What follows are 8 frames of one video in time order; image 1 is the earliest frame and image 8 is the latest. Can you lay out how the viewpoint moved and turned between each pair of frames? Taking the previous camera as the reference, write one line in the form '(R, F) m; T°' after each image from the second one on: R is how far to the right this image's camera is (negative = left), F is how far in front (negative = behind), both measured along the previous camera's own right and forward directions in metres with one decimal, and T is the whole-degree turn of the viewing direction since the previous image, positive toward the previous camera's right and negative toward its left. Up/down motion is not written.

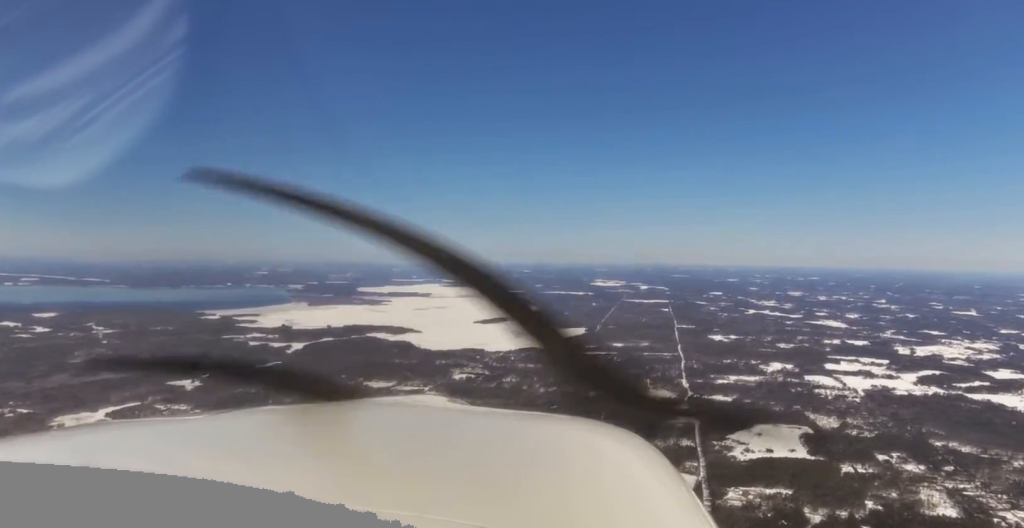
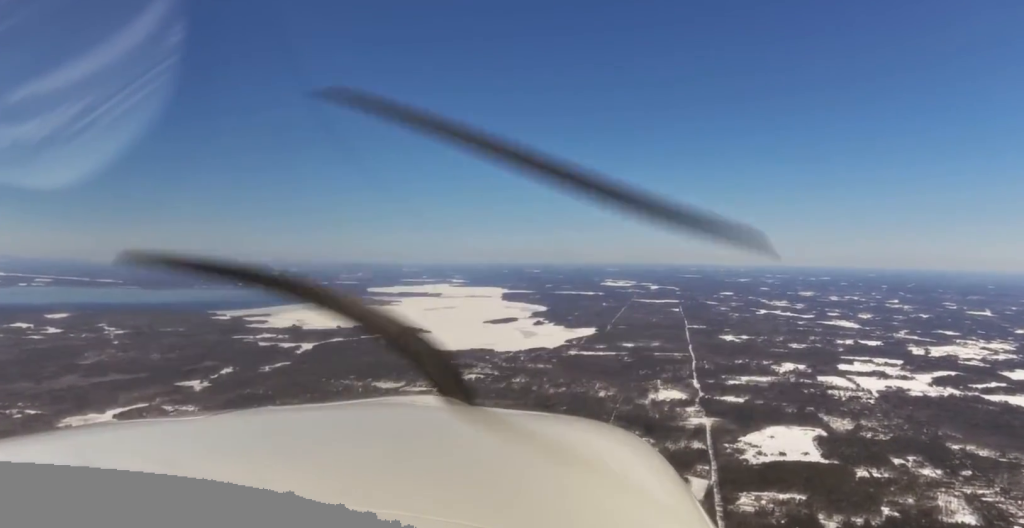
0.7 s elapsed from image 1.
(+0.4, +52.1) m; 0°
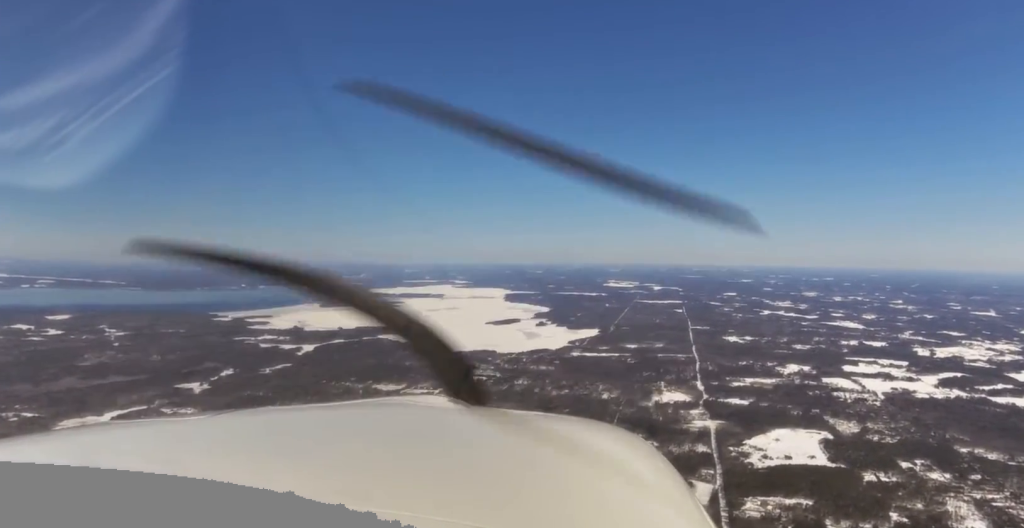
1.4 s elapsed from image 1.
(+0.2, +44.9) m; 0°
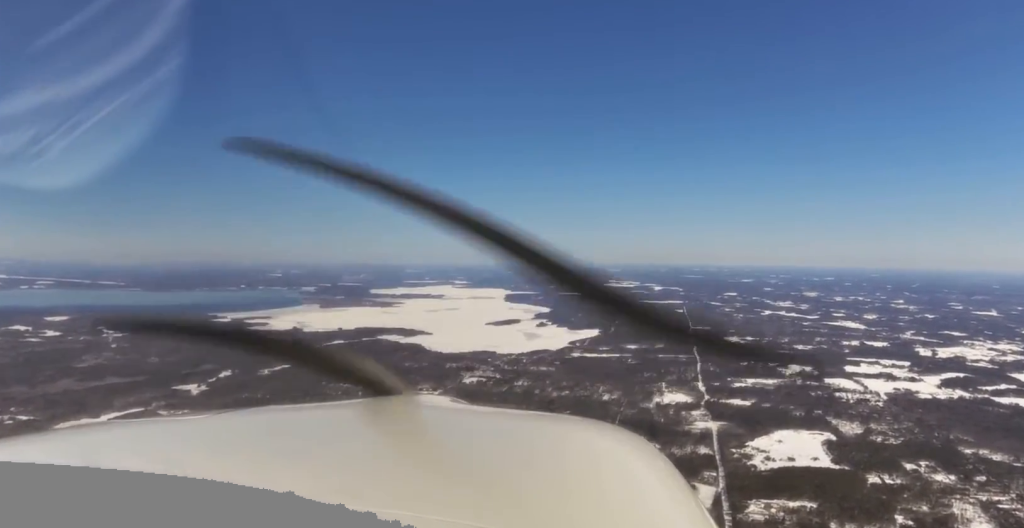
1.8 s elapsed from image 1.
(0.0, +33.0) m; 0°
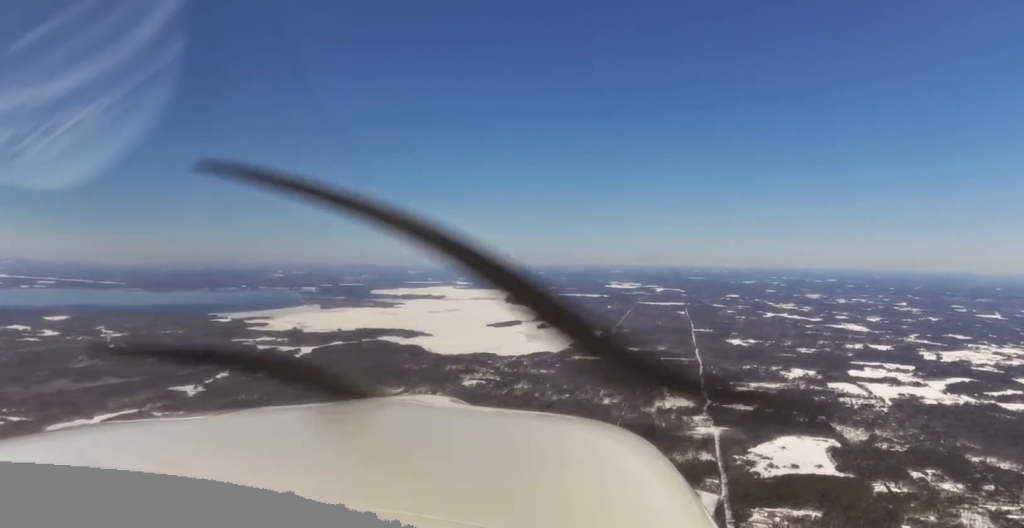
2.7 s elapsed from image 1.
(0.0, +58.9) m; 0°
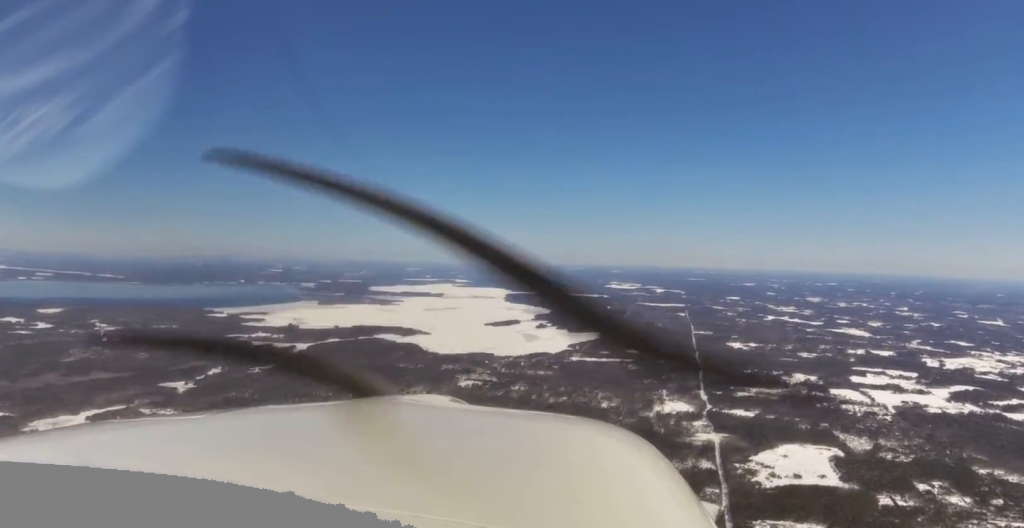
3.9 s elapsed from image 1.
(0.0, +89.3) m; 0°
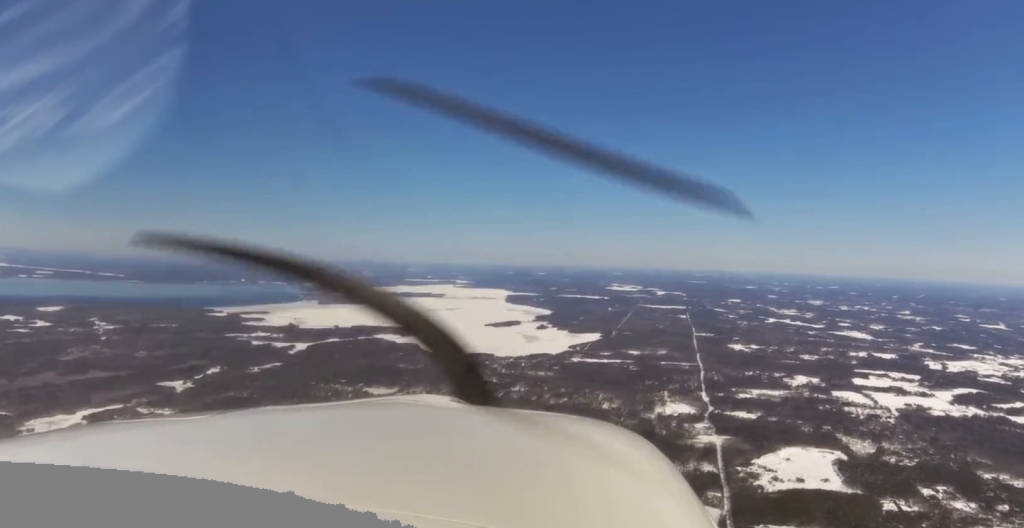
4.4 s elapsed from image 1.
(0.0, +32.8) m; 0°
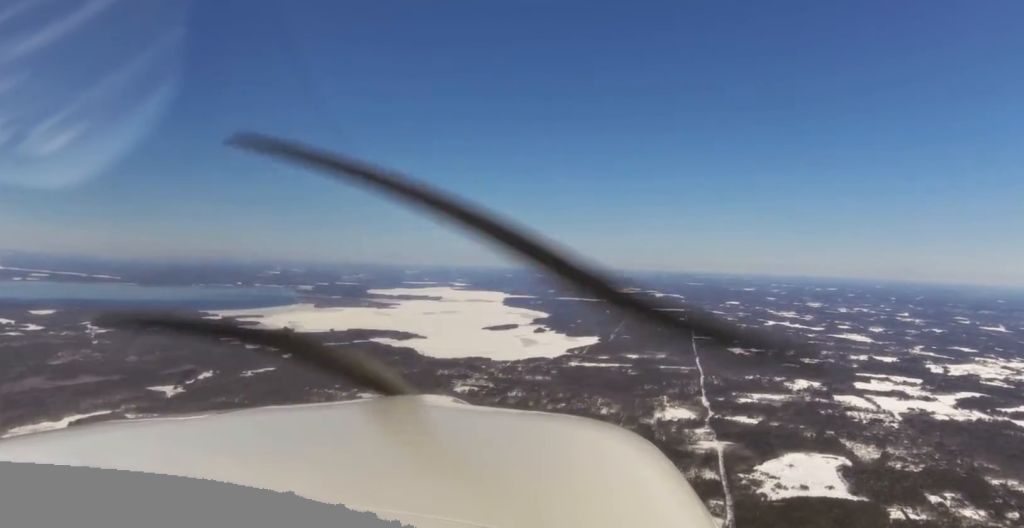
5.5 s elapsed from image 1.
(0.0, +74.8) m; 0°
